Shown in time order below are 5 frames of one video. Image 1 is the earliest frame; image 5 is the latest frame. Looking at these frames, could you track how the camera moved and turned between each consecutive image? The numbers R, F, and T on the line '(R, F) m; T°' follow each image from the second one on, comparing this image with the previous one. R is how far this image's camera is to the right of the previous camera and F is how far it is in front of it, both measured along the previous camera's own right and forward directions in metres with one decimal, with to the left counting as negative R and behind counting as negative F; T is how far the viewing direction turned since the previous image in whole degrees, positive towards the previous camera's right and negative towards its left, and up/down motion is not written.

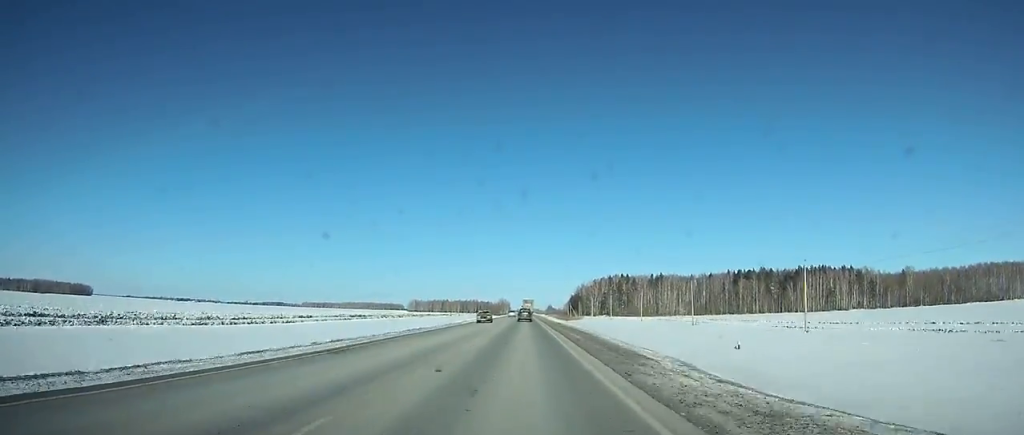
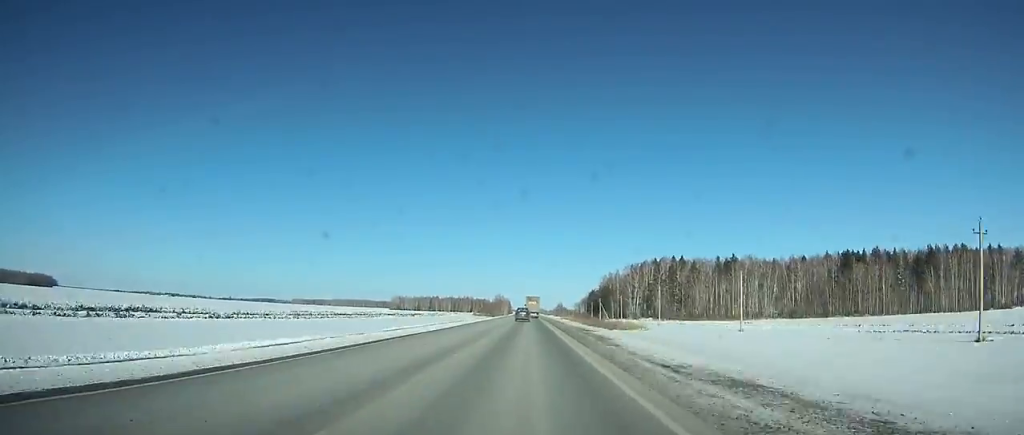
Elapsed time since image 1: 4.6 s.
(-0.1, +132.4) m; 0°
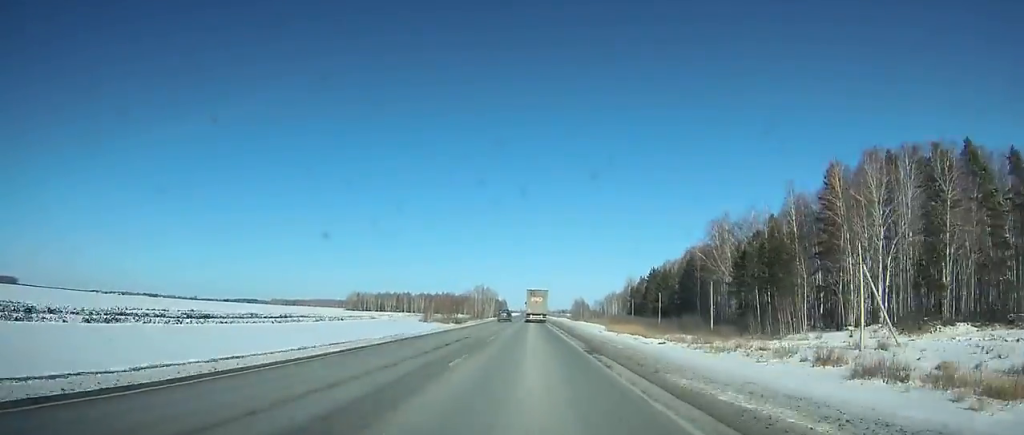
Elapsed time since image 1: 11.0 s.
(-0.1, +184.0) m; 0°
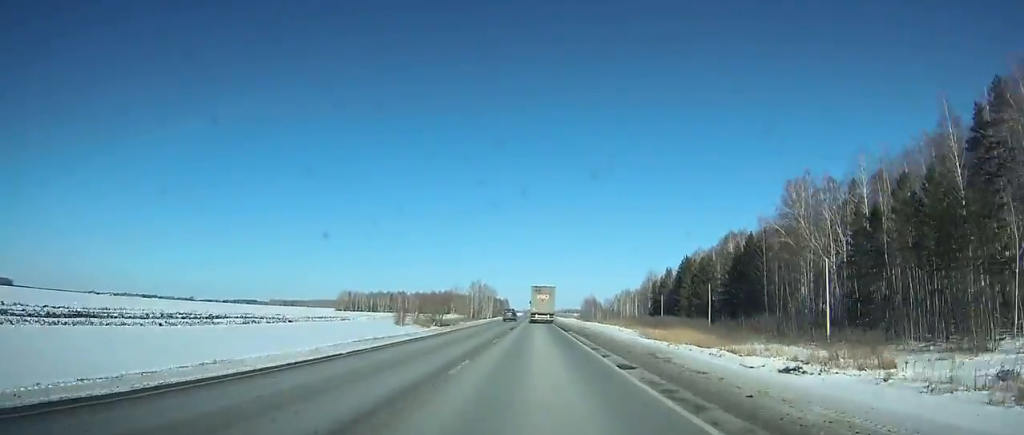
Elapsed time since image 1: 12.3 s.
(0.0, +36.9) m; 0°
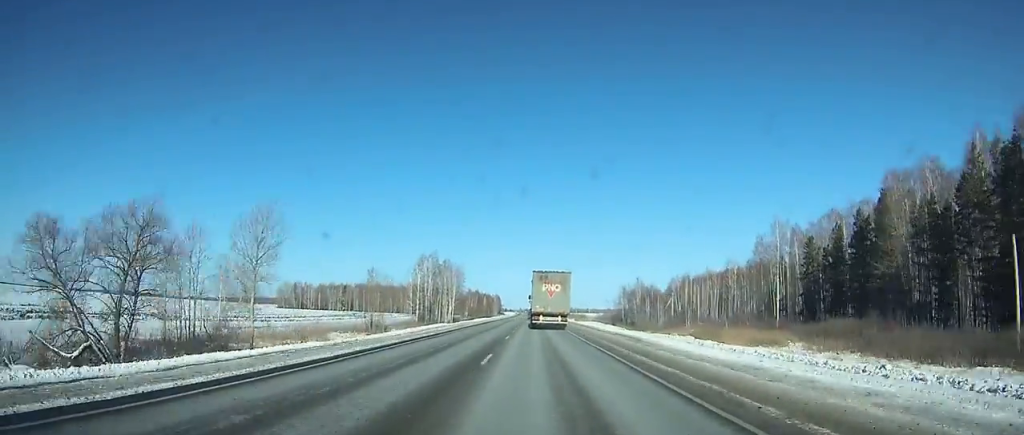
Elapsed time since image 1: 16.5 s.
(+0.1, +116.8) m; 0°
